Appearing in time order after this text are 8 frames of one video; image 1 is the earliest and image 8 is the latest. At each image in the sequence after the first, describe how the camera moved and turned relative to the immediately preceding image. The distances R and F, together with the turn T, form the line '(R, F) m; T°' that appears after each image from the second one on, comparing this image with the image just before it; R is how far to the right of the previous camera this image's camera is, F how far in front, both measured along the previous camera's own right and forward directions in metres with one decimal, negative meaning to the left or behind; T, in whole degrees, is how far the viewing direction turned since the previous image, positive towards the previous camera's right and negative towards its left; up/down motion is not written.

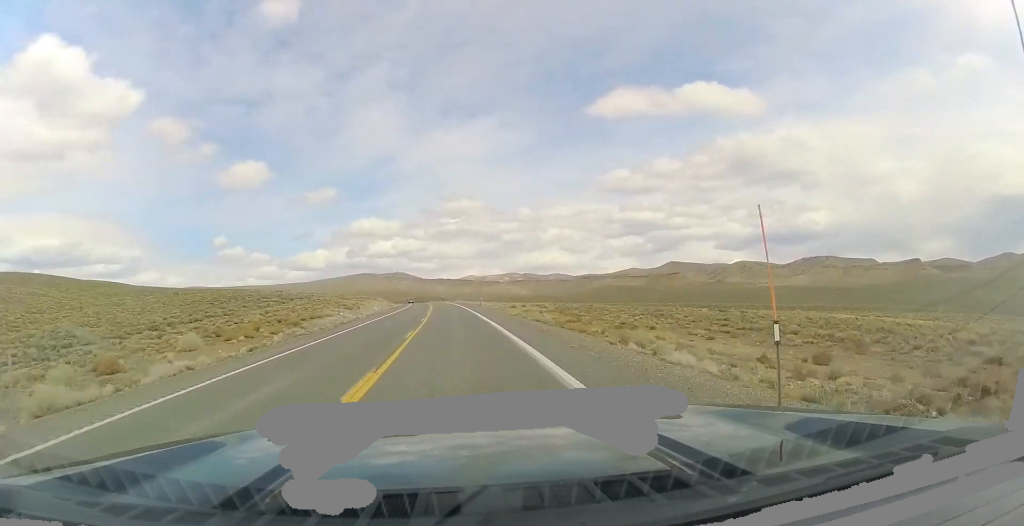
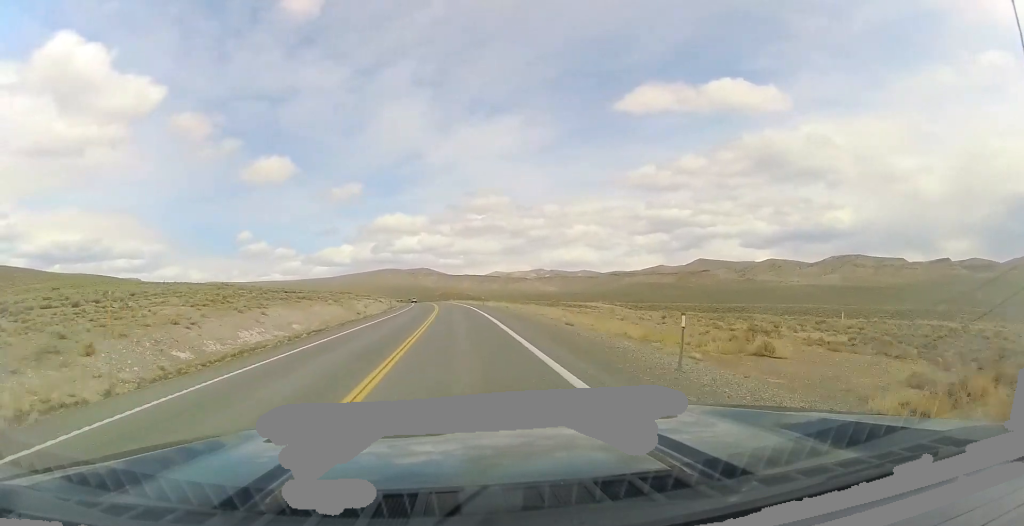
(-1.7, +53.0) m; -3°
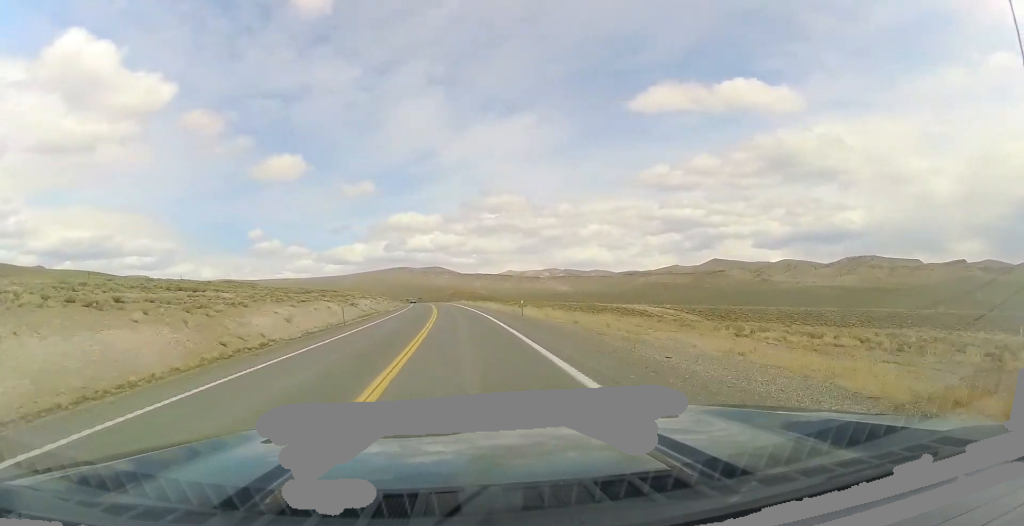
(-0.3, +32.7) m; -1°
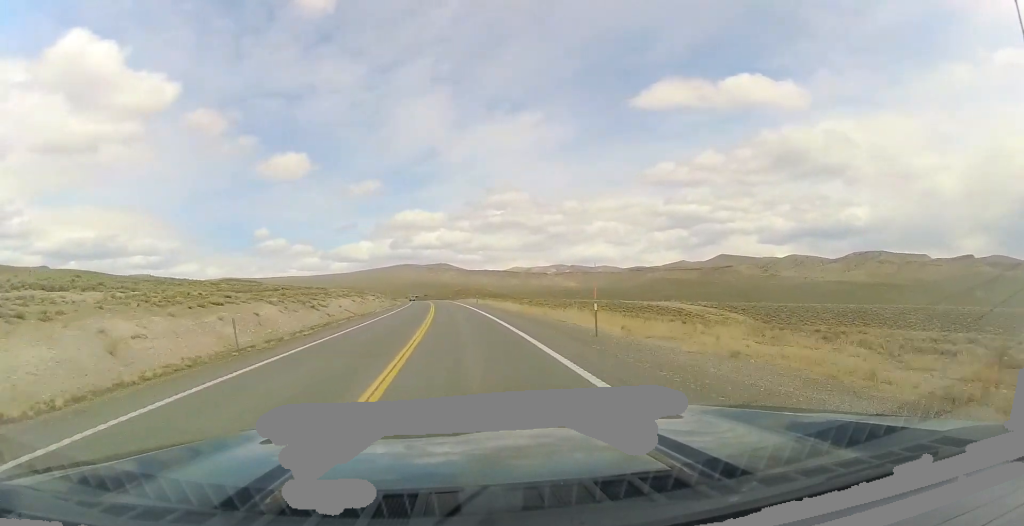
(+0.1, +18.0) m; -1°
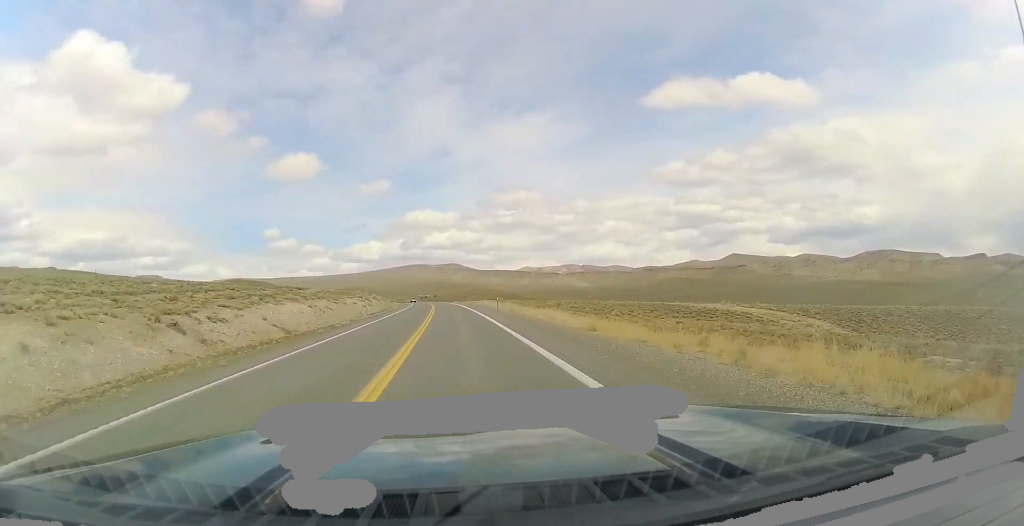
(-0.5, +22.5) m; -1°
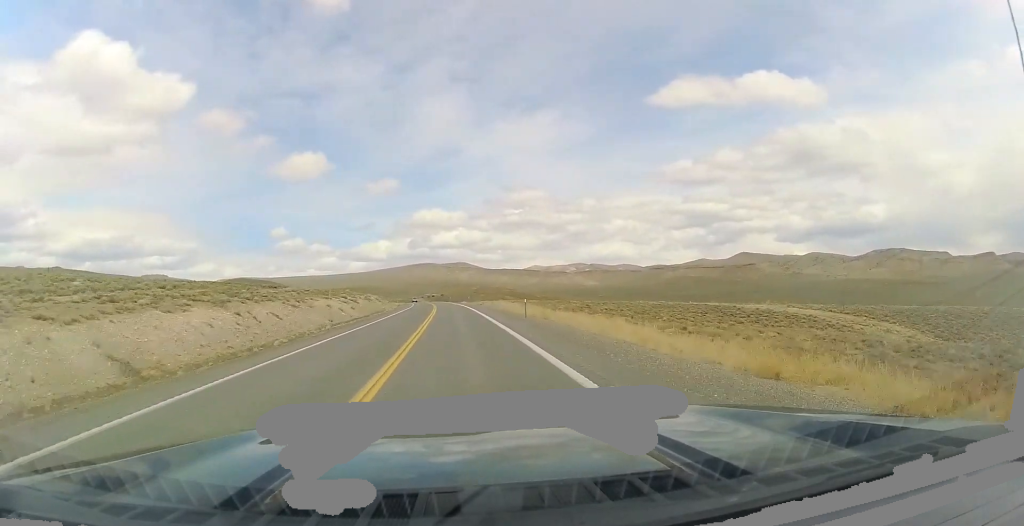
(-0.1, +15.8) m; -1°
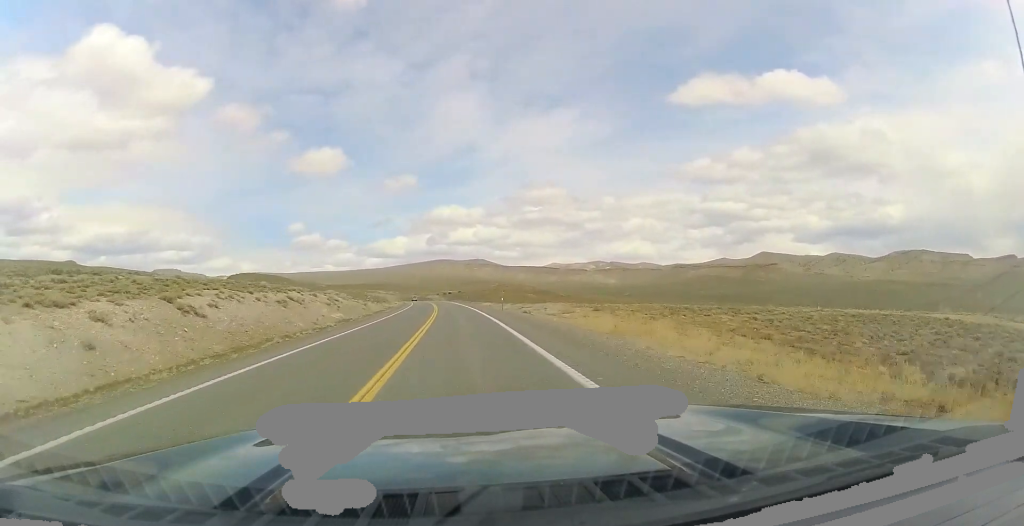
(-0.7, +42.9) m; -2°
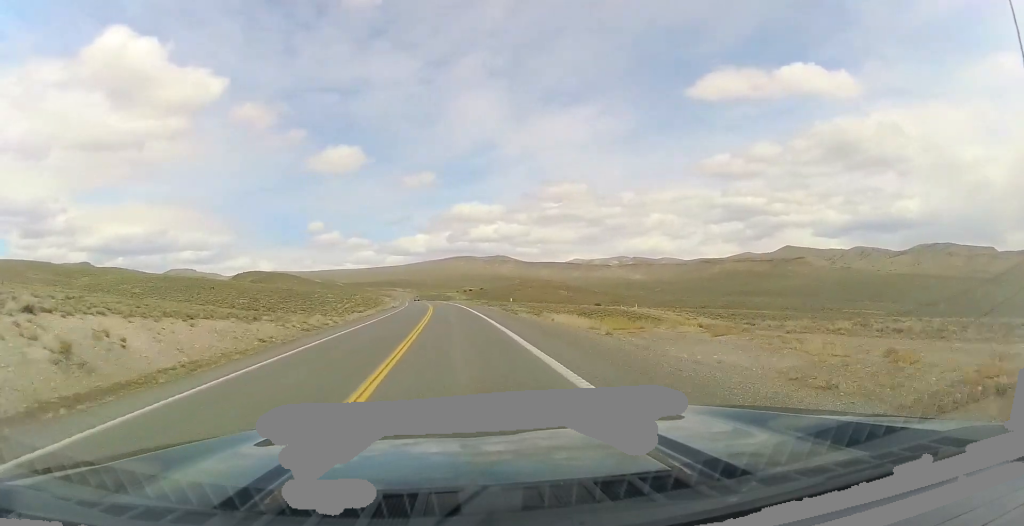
(-0.9, +54.9) m; -1°
